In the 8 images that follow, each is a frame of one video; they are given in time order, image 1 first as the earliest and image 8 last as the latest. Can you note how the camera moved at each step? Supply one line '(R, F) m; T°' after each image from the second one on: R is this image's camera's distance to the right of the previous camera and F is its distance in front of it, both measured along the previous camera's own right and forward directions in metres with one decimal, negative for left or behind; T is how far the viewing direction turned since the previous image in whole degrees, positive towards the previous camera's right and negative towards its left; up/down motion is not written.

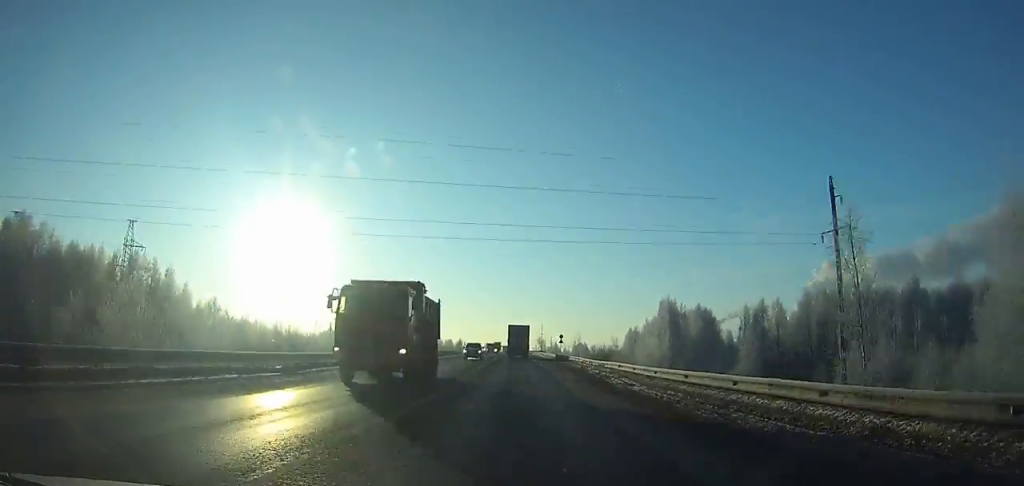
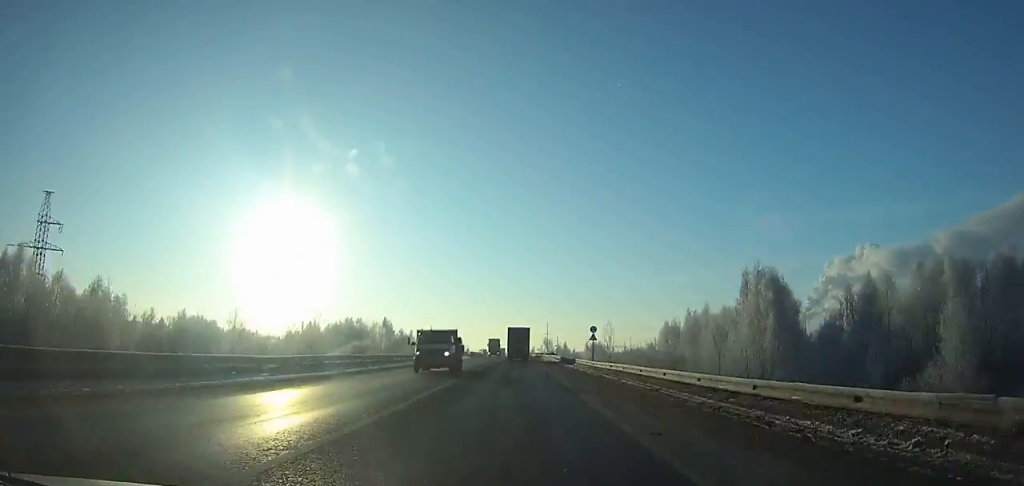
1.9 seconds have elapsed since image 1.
(0.0, +41.2) m; 0°
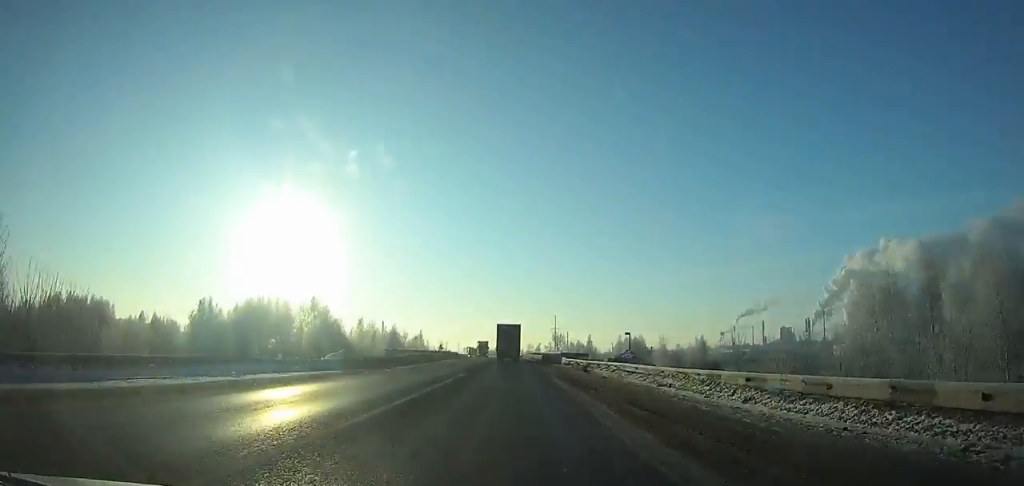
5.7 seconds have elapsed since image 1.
(-0.5, +81.4) m; -1°
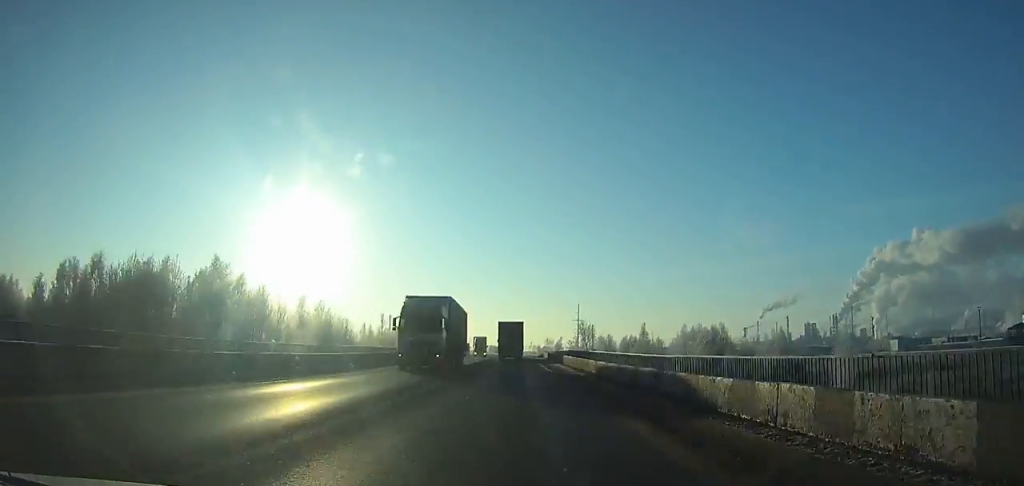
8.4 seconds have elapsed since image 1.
(-0.4, +57.2) m; -1°
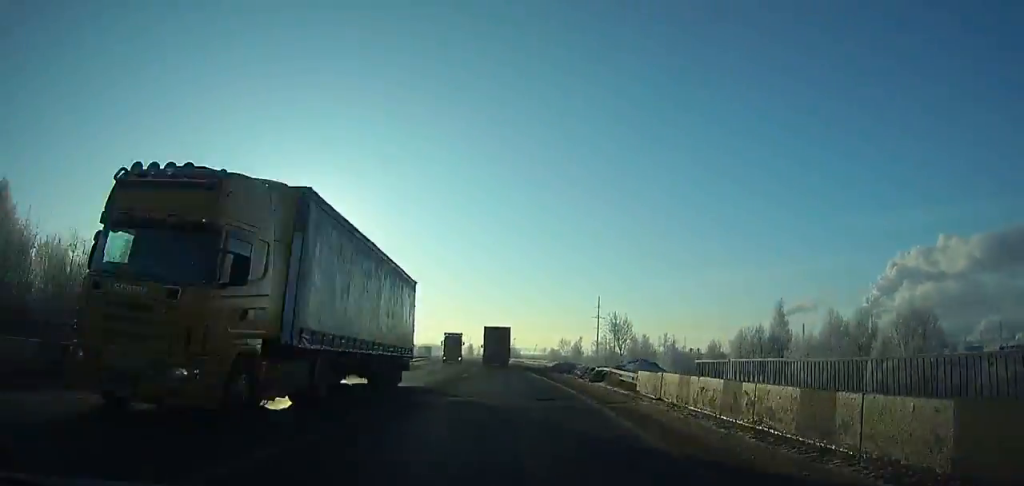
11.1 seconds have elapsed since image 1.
(-0.6, +56.6) m; -2°
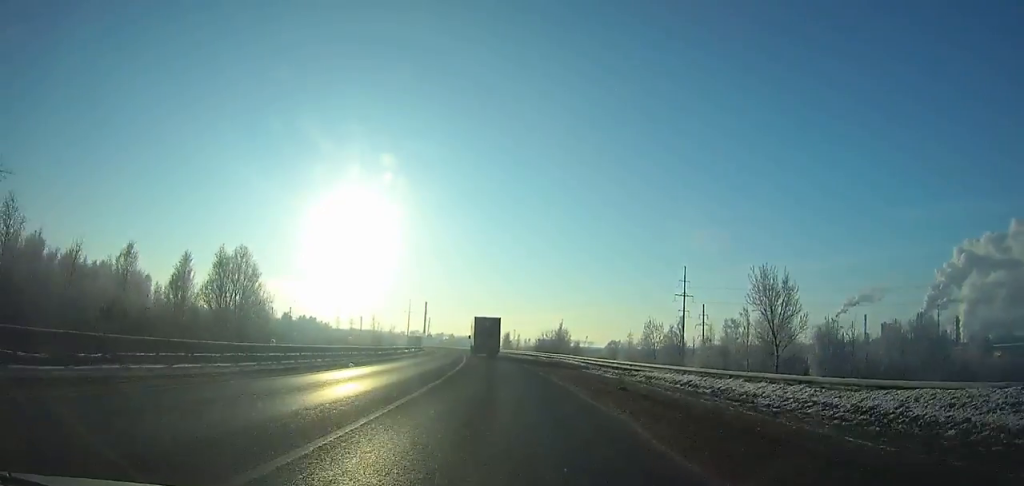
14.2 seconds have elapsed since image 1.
(-2.0, +64.2) m; -5°
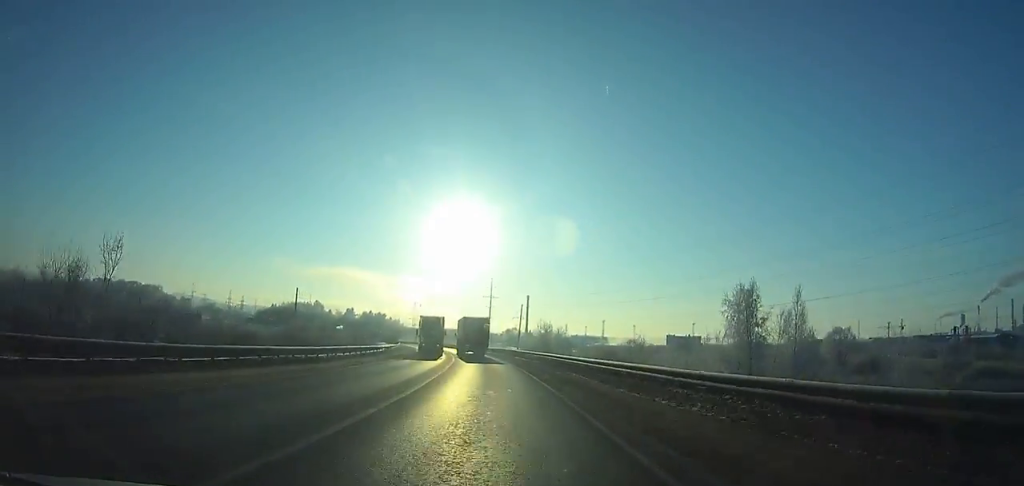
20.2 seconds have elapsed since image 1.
(-11.6, +121.6) m; -12°
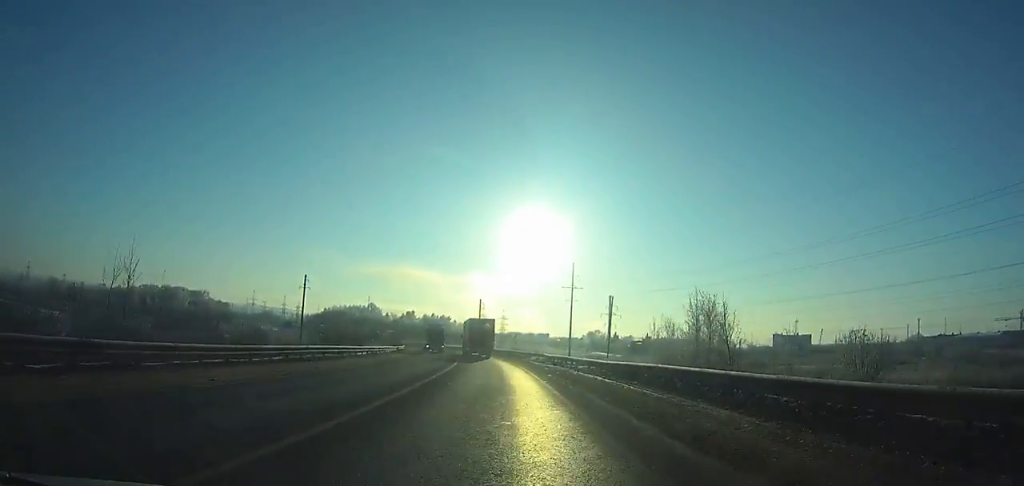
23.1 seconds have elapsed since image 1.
(-3.6, +58.0) m; -7°
